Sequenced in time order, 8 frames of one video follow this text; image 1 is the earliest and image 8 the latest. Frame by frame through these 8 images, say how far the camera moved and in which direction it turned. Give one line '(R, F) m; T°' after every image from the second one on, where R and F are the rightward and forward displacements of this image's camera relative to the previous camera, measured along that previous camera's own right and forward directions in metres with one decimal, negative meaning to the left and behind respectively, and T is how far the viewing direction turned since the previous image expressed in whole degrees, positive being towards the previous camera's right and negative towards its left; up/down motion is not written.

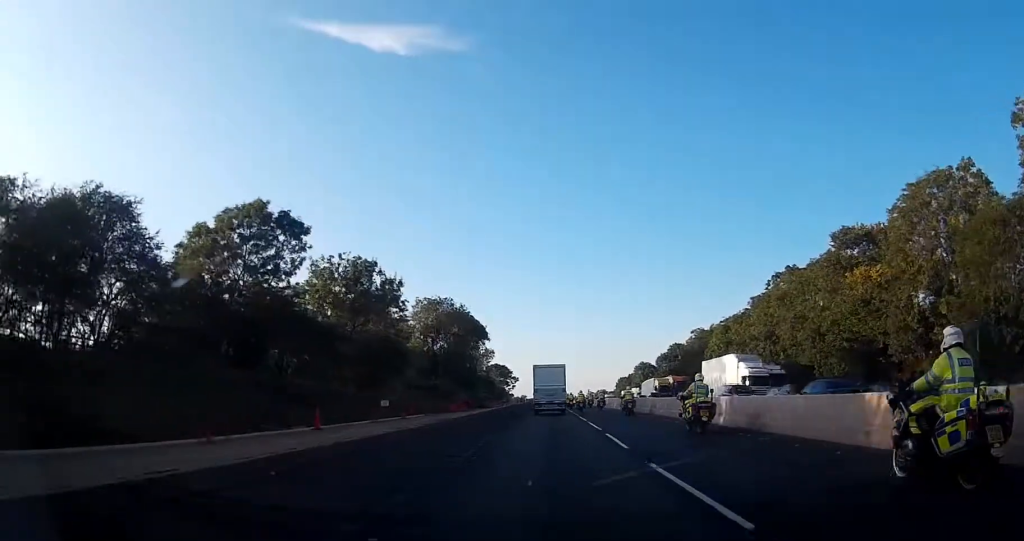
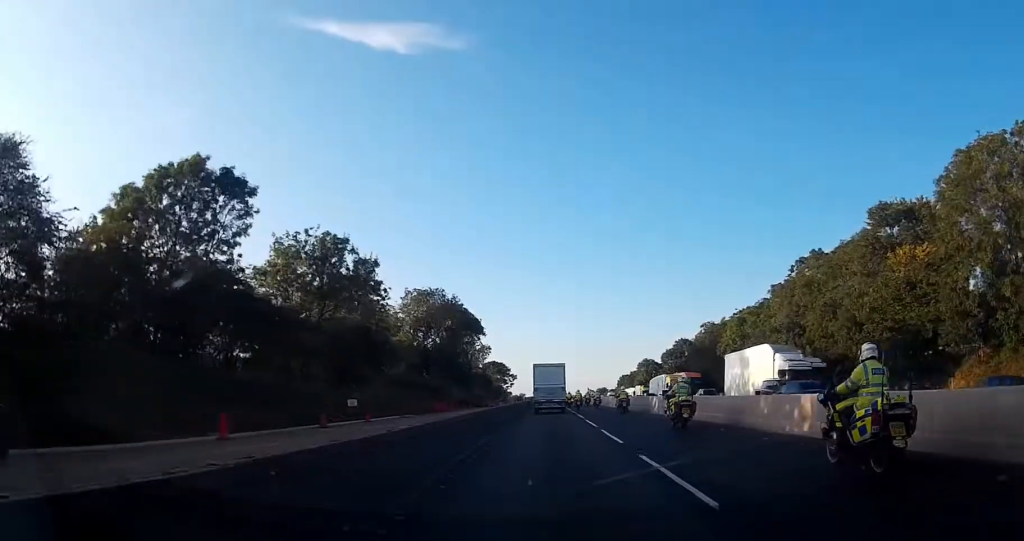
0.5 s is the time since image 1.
(0.0, +7.8) m; 0°
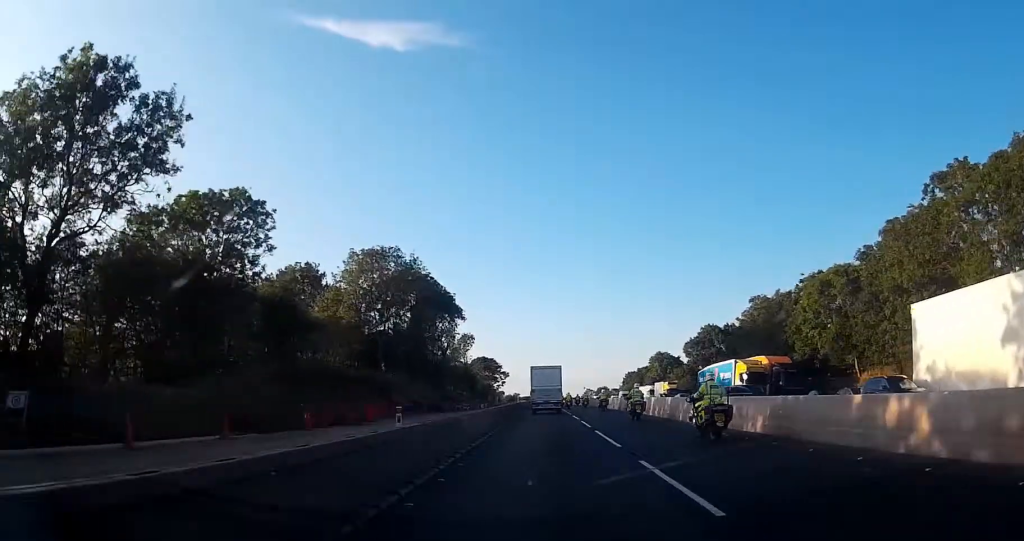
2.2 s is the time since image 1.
(0.0, +27.6) m; 0°
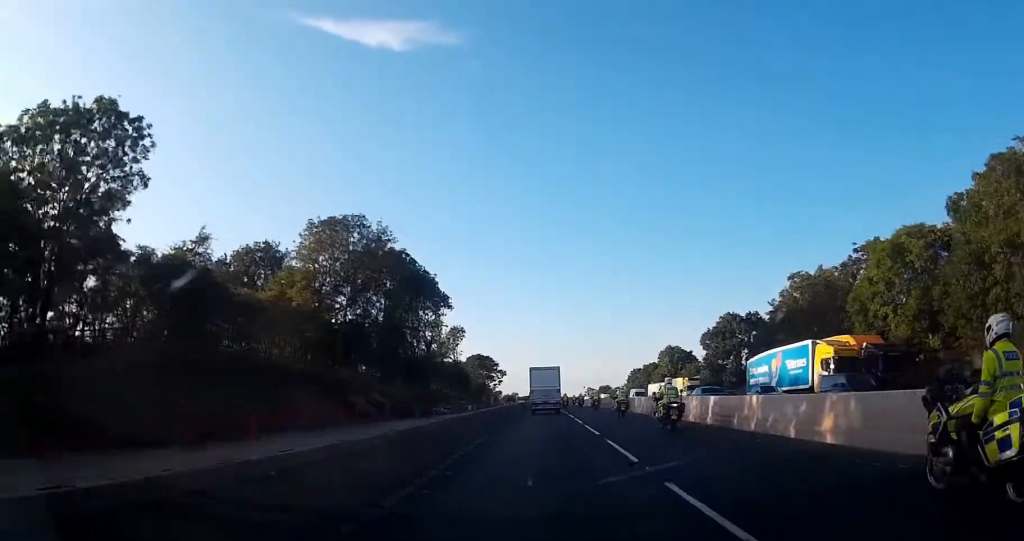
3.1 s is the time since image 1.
(0.0, +13.5) m; 0°
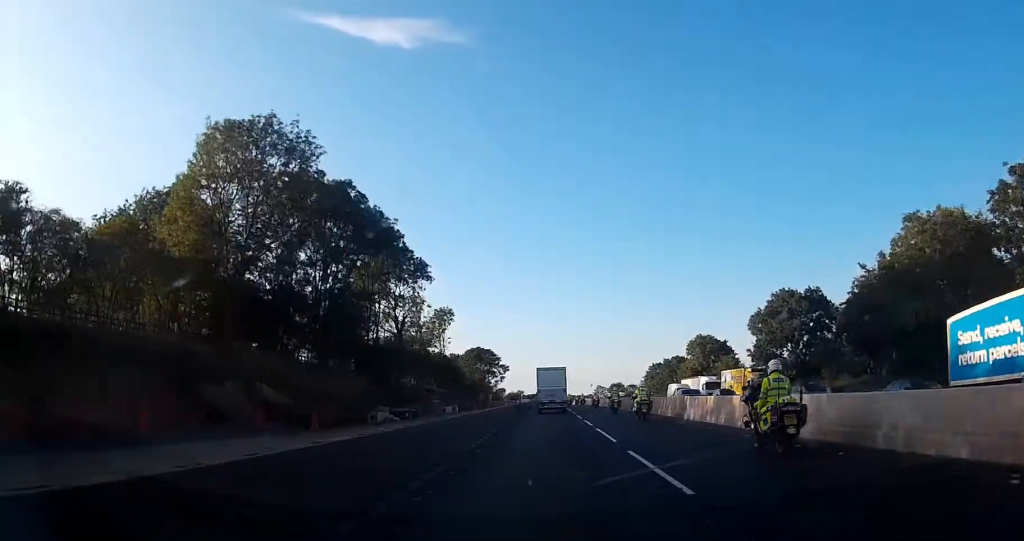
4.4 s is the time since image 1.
(0.0, +21.8) m; 0°
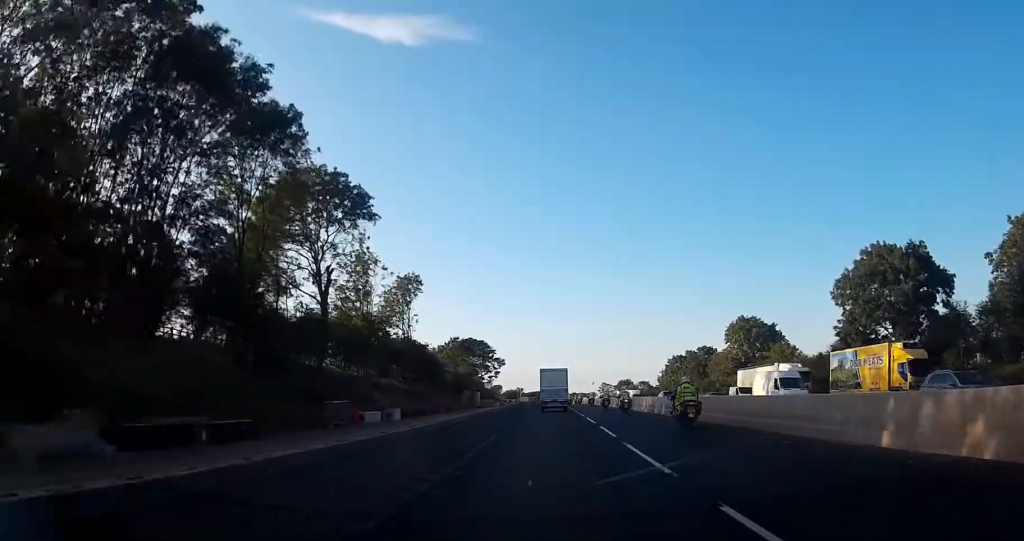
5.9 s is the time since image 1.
(-0.1, +25.1) m; 0°
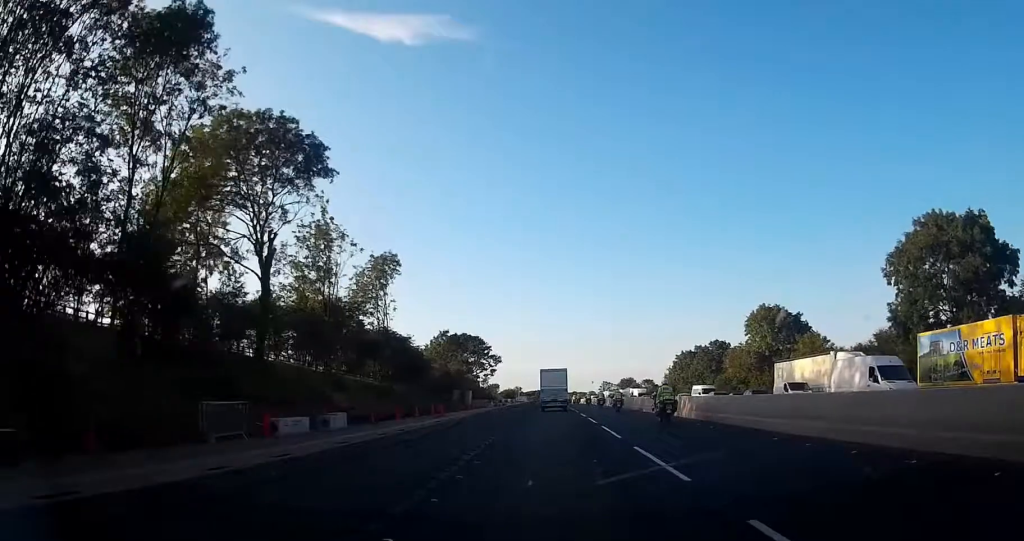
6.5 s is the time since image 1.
(0.0, +10.1) m; 0°
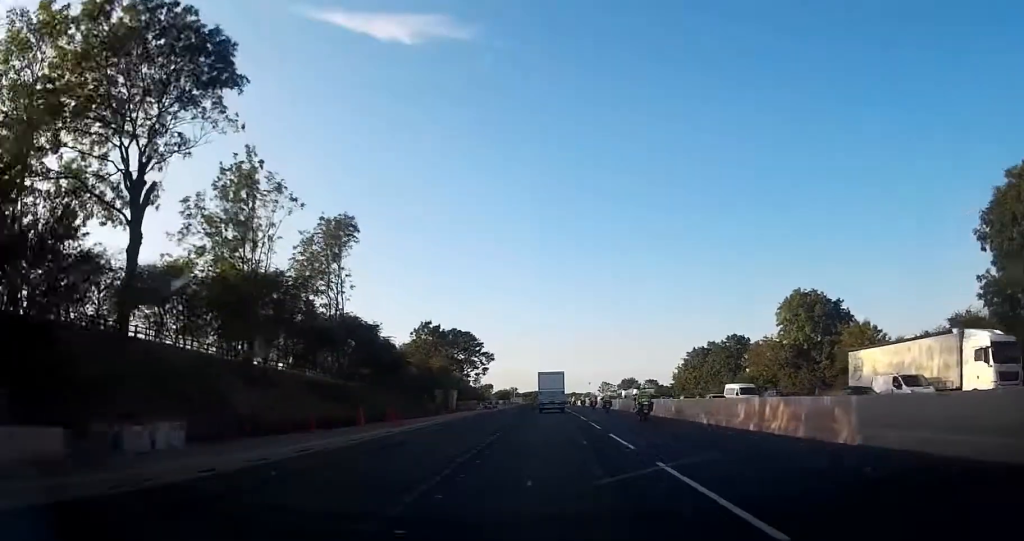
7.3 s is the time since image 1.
(+0.1, +13.0) m; 0°
